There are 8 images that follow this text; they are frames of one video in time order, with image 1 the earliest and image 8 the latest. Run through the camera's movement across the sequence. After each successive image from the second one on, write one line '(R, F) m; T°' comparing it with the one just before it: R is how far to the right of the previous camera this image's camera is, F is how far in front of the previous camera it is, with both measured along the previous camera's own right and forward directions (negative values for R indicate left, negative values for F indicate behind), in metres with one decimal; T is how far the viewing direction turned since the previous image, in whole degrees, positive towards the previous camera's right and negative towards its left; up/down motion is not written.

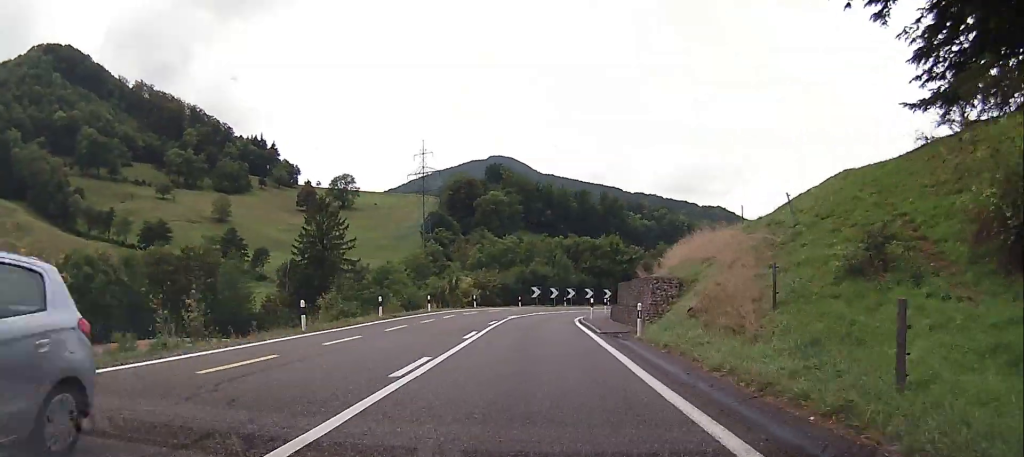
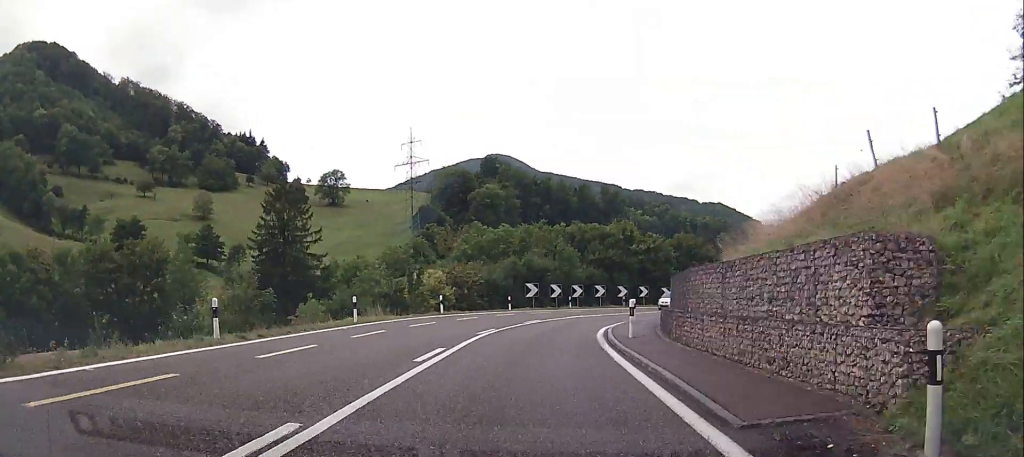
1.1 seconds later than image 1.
(+0.4, +18.0) m; +1°
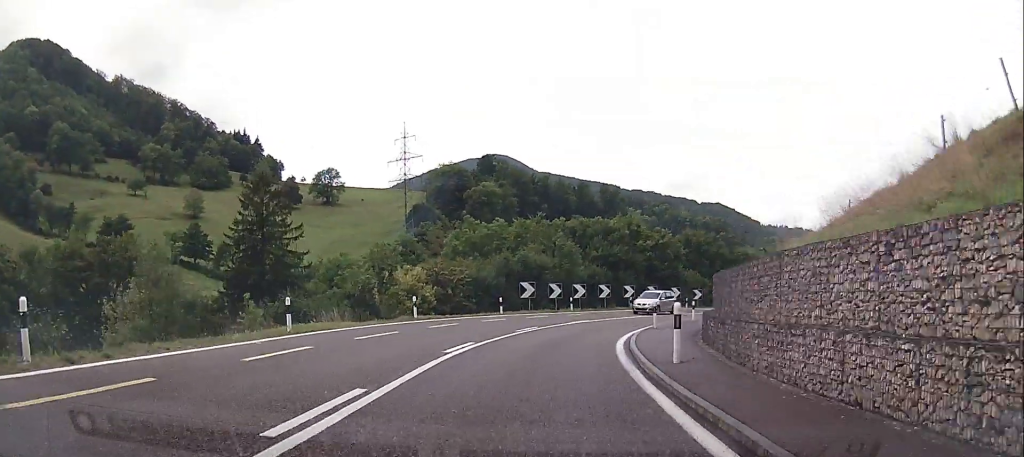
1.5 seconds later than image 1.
(+0.1, +7.6) m; 0°
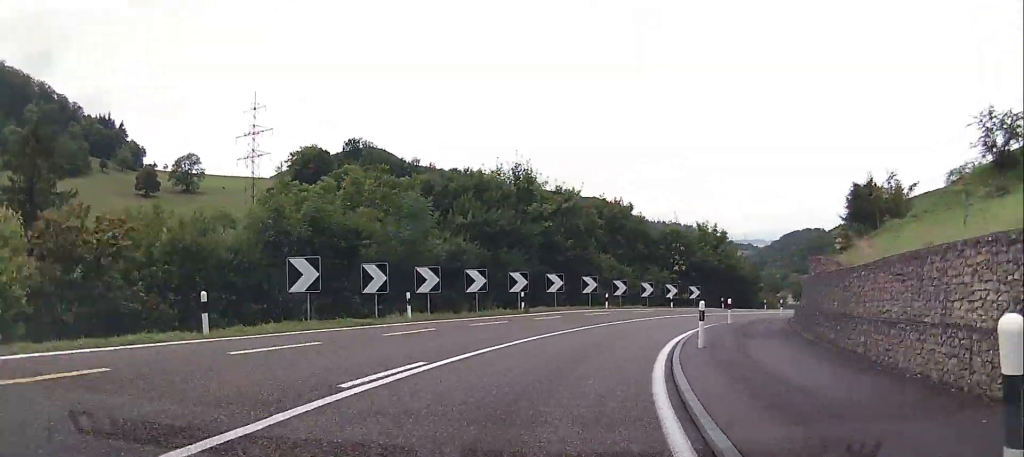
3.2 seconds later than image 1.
(+0.2, +26.1) m; +3°
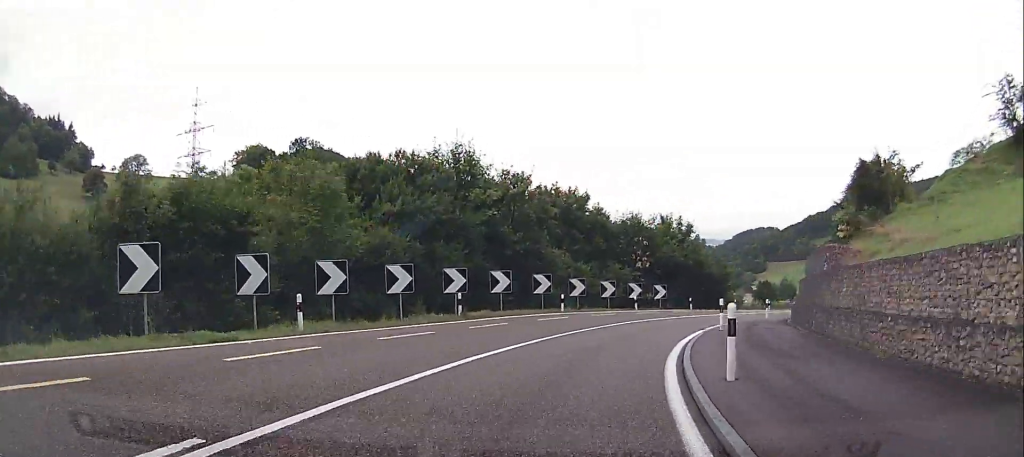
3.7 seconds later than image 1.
(+0.1, +6.5) m; +2°
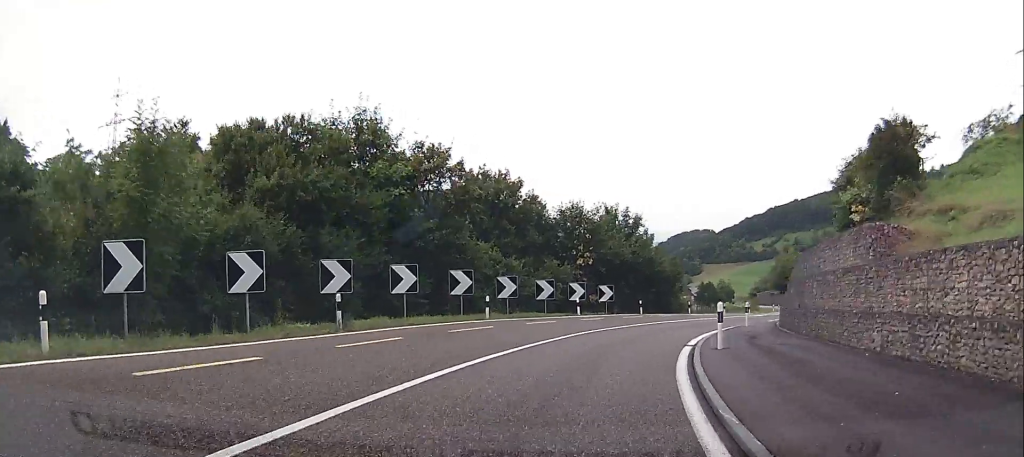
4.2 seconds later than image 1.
(0.0, +7.9) m; +4°
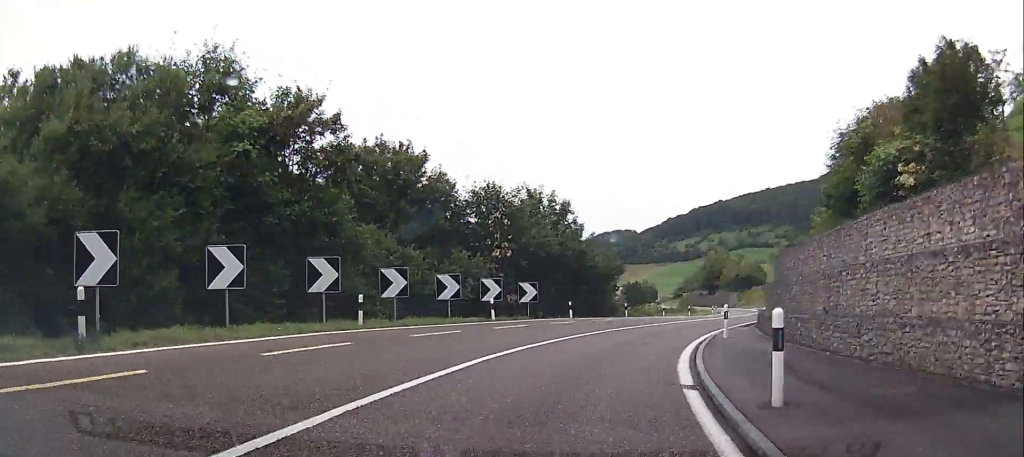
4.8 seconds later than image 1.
(+0.4, +8.5) m; +4°
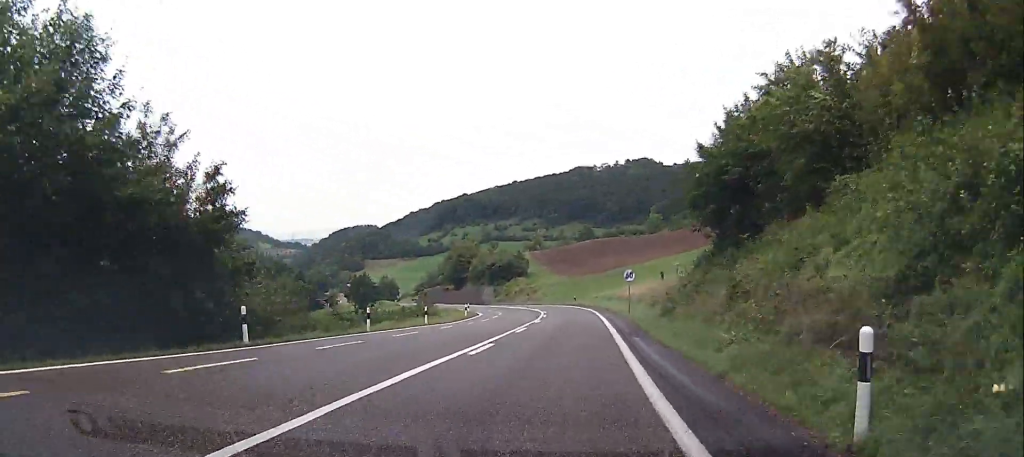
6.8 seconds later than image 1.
(+3.7, +30.0) m; +12°
